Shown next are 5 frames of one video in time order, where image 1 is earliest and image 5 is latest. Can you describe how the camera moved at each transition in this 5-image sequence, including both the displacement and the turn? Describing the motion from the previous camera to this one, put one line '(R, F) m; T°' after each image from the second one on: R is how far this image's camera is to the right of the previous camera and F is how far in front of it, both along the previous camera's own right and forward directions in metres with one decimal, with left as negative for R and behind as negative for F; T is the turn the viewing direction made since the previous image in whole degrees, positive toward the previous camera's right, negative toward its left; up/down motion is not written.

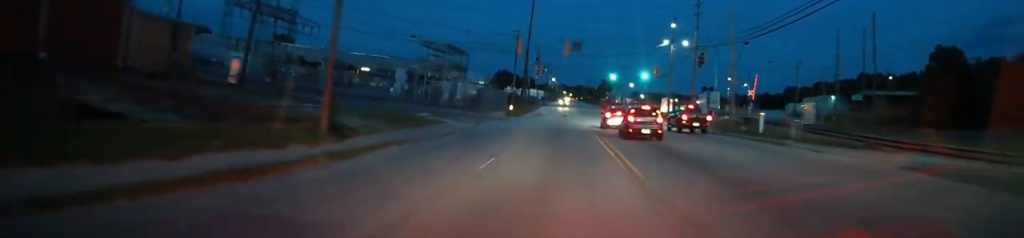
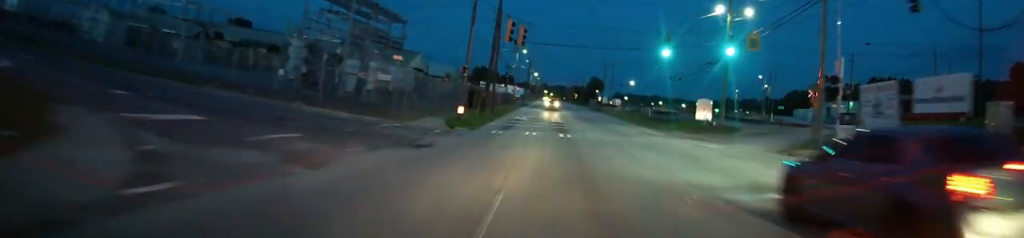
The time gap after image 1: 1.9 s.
(-0.2, +32.3) m; +2°
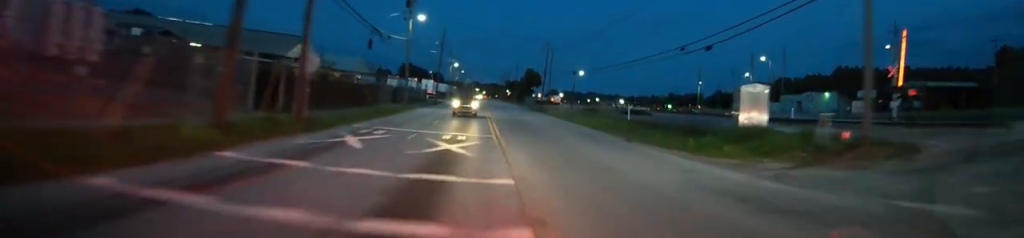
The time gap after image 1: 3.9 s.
(+2.0, +32.8) m; +7°
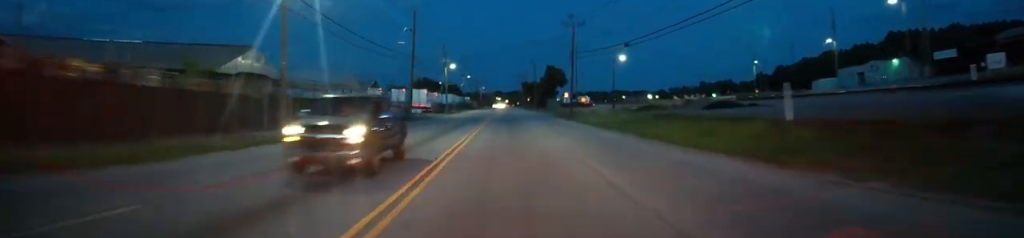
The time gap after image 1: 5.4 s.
(+0.4, +28.1) m; 0°
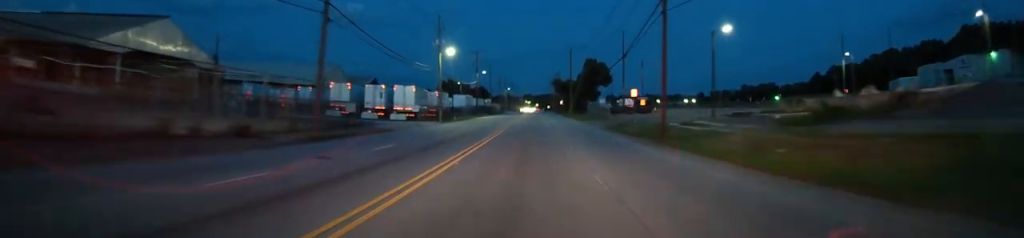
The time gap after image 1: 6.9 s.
(-0.8, +31.0) m; -3°
